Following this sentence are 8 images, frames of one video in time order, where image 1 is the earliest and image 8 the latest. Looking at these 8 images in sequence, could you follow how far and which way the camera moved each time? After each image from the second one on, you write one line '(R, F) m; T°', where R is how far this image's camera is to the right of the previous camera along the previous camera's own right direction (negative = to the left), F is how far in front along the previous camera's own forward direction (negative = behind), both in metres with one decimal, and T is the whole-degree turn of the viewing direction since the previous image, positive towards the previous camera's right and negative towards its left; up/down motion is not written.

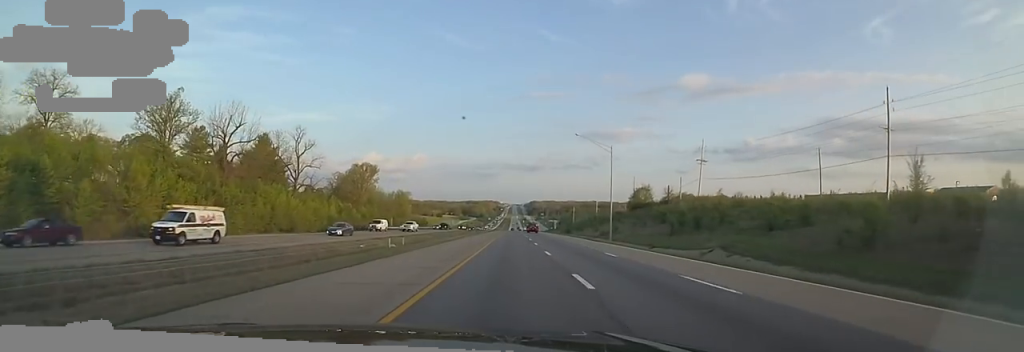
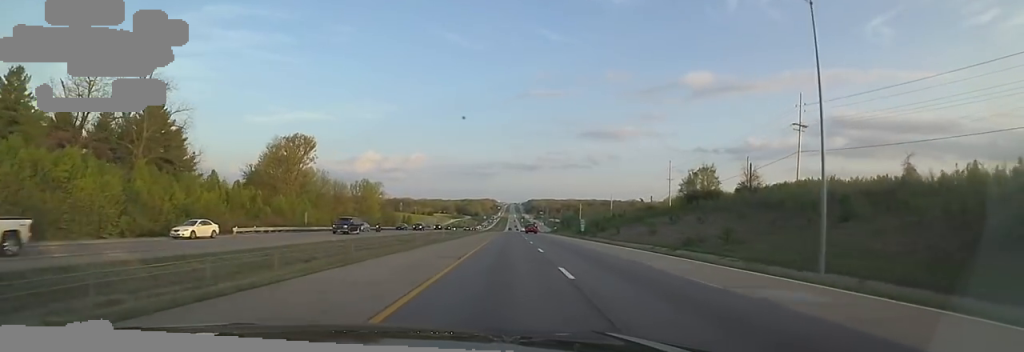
(-1.1, +48.4) m; +1°
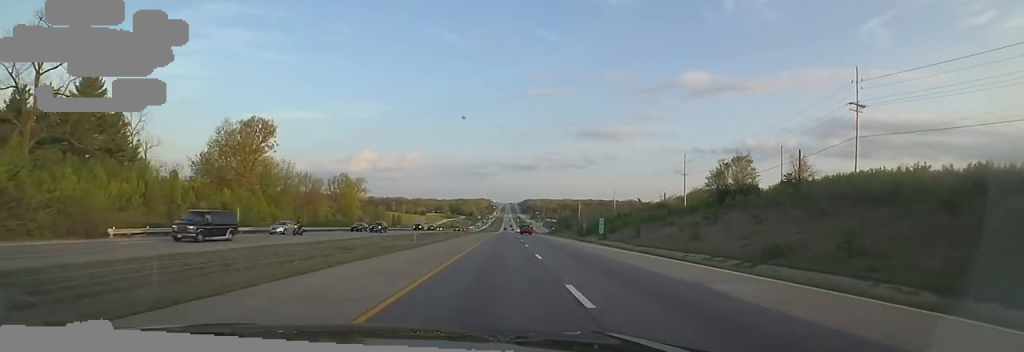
(+0.2, +16.9) m; +1°
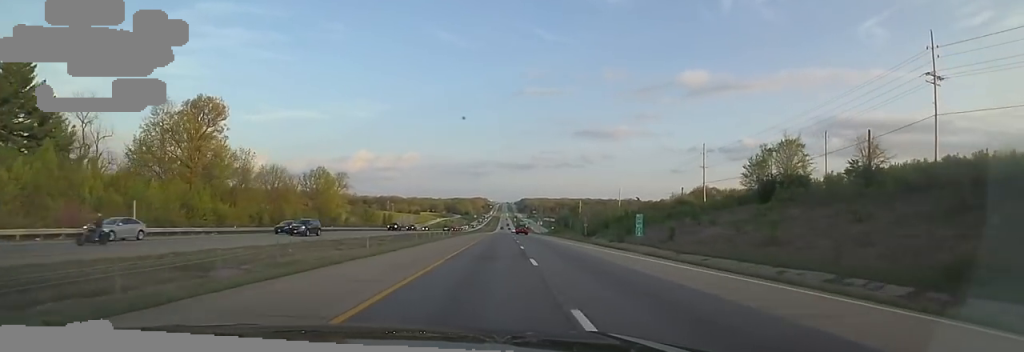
(+0.6, +15.7) m; 0°
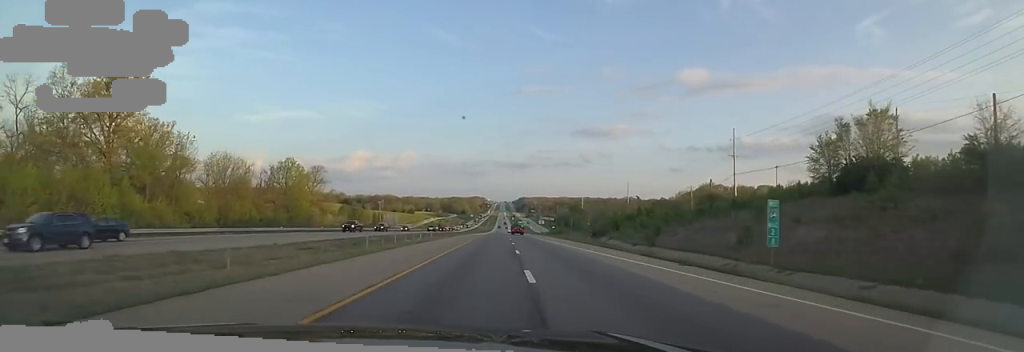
(0.0, +17.6) m; -1°
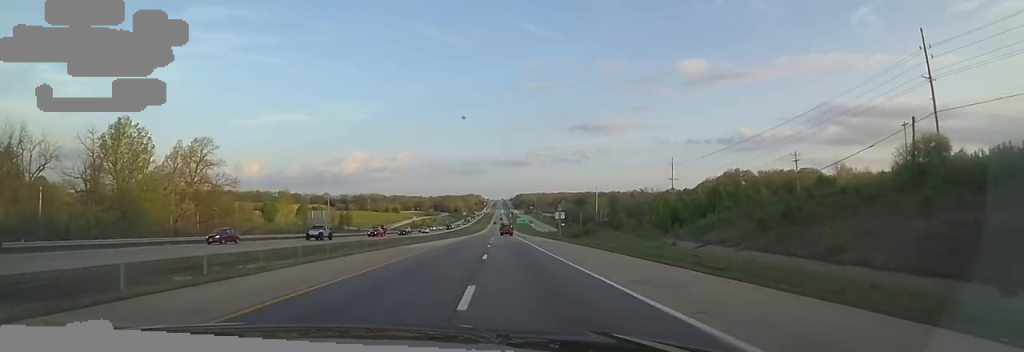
(-1.5, +51.7) m; -2°
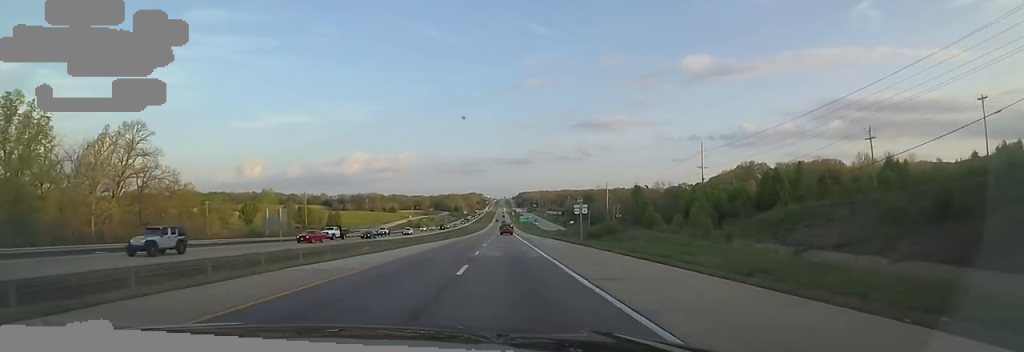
(0.0, +18.0) m; 0°
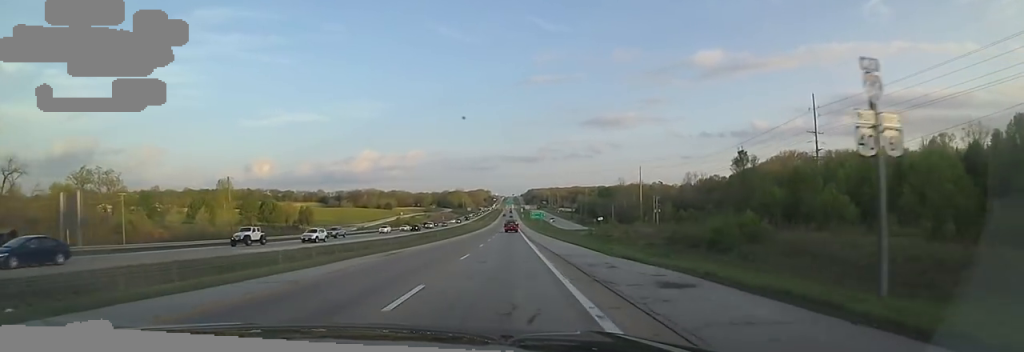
(+0.3, +38.3) m; +2°
